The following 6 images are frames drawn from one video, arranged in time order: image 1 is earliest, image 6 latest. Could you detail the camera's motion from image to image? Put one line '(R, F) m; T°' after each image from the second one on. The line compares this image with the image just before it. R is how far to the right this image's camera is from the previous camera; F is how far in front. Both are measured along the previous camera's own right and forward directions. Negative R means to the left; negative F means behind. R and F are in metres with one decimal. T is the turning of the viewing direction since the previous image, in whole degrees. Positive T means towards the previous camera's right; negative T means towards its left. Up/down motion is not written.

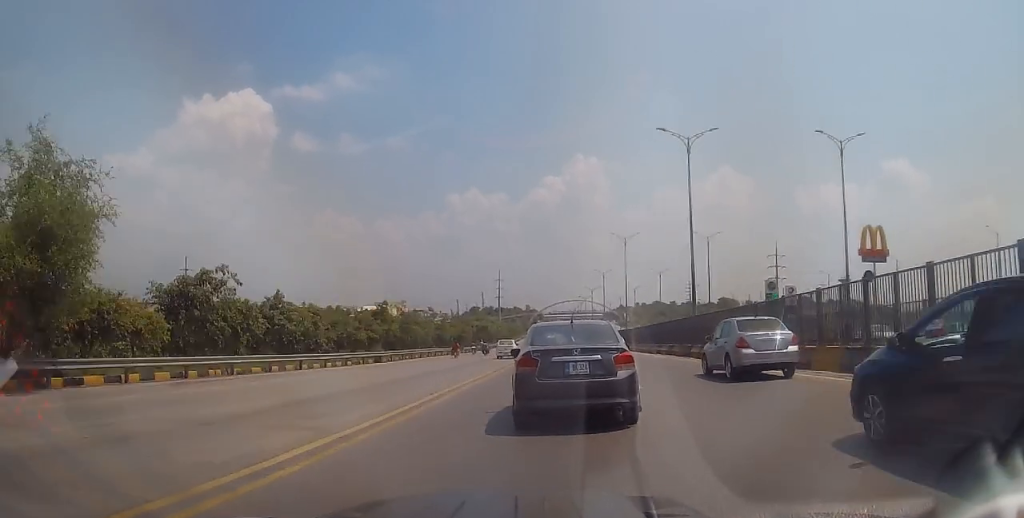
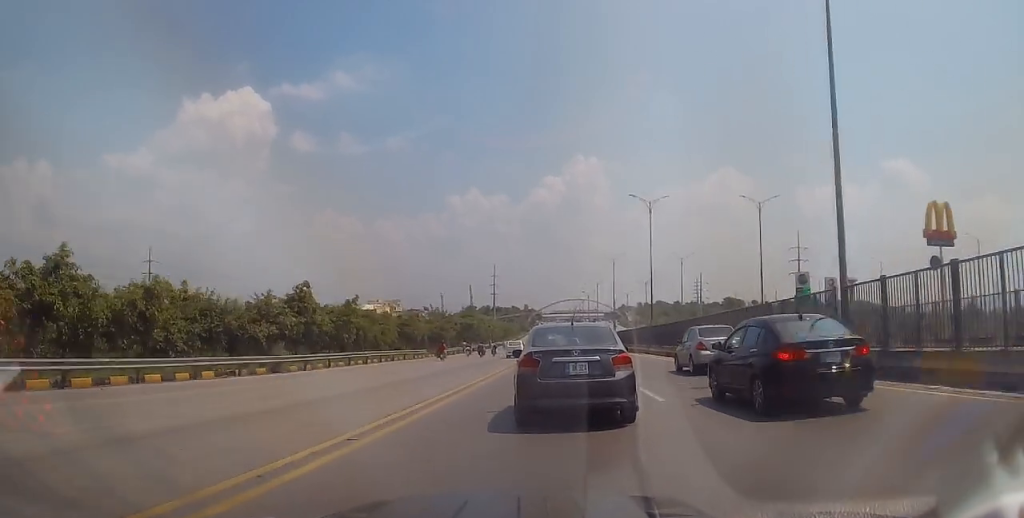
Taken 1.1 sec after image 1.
(+0.8, +18.4) m; +2°
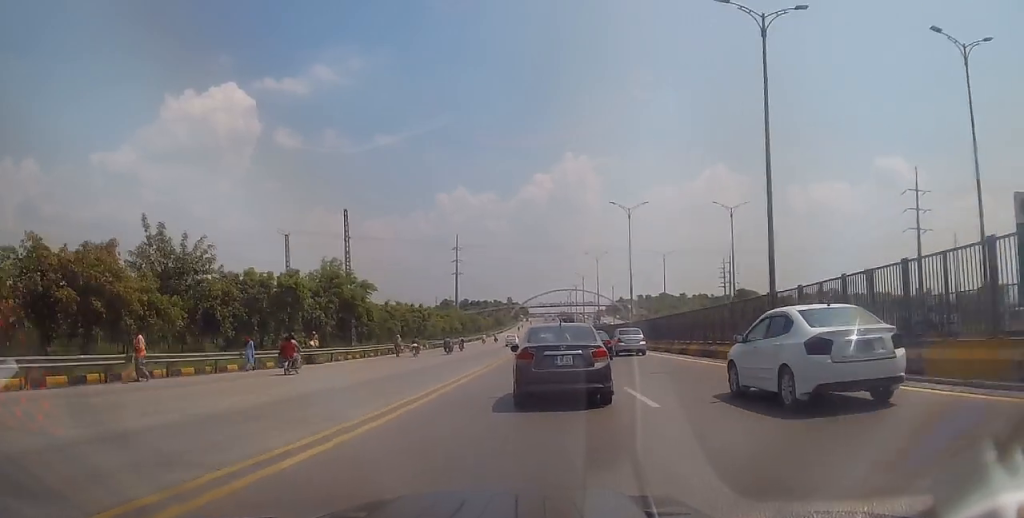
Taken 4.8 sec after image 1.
(-0.8, +65.8) m; -1°
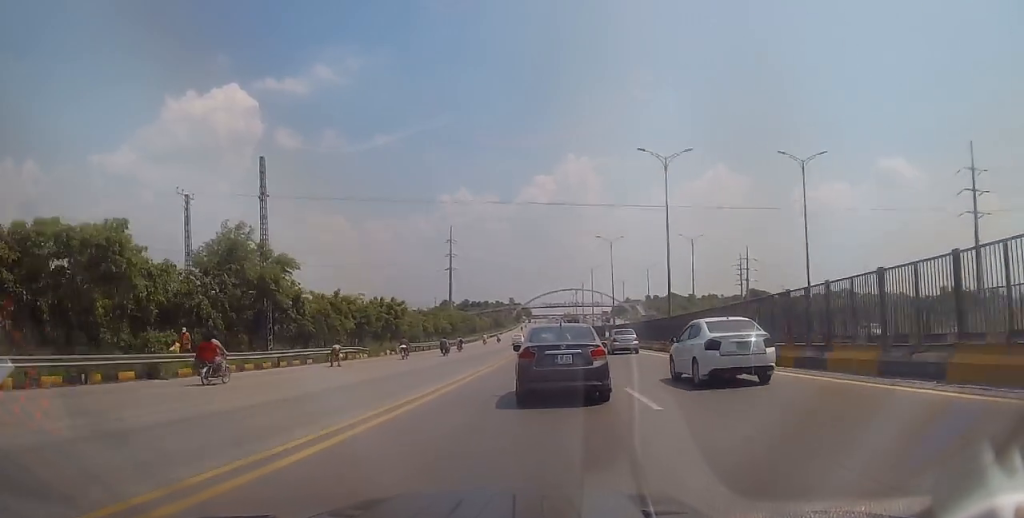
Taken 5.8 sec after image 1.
(-0.4, +16.2) m; 0°
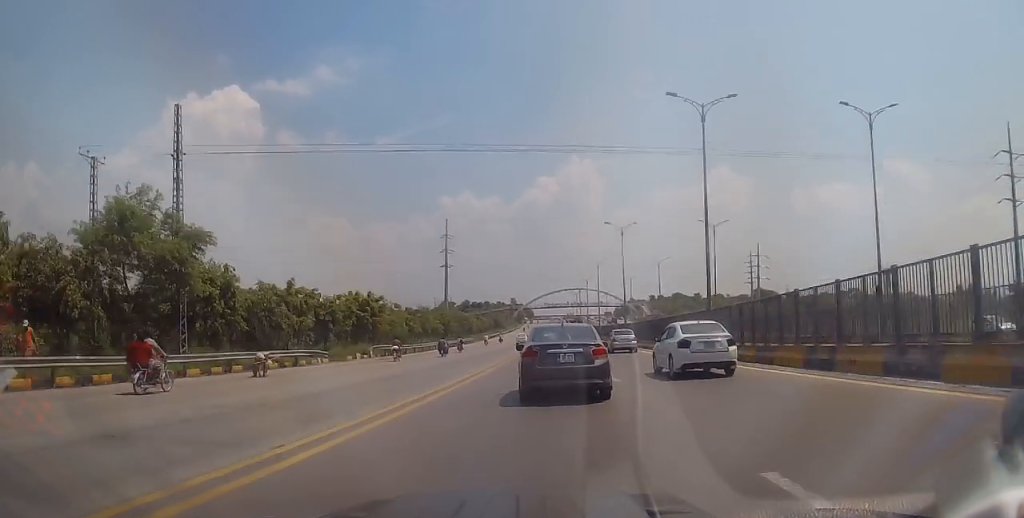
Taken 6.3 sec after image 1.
(0.0, +9.2) m; 0°
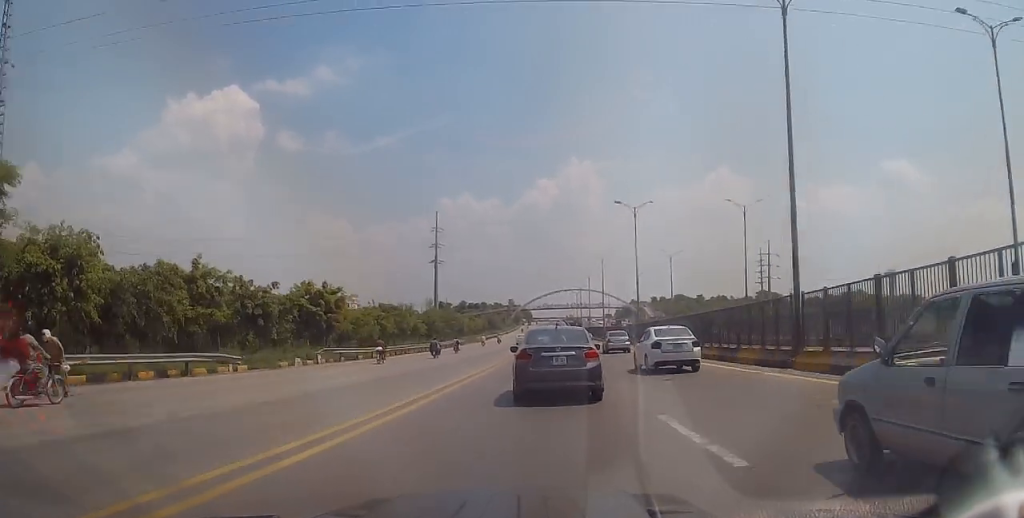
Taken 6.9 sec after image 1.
(+0.2, +11.0) m; +1°
